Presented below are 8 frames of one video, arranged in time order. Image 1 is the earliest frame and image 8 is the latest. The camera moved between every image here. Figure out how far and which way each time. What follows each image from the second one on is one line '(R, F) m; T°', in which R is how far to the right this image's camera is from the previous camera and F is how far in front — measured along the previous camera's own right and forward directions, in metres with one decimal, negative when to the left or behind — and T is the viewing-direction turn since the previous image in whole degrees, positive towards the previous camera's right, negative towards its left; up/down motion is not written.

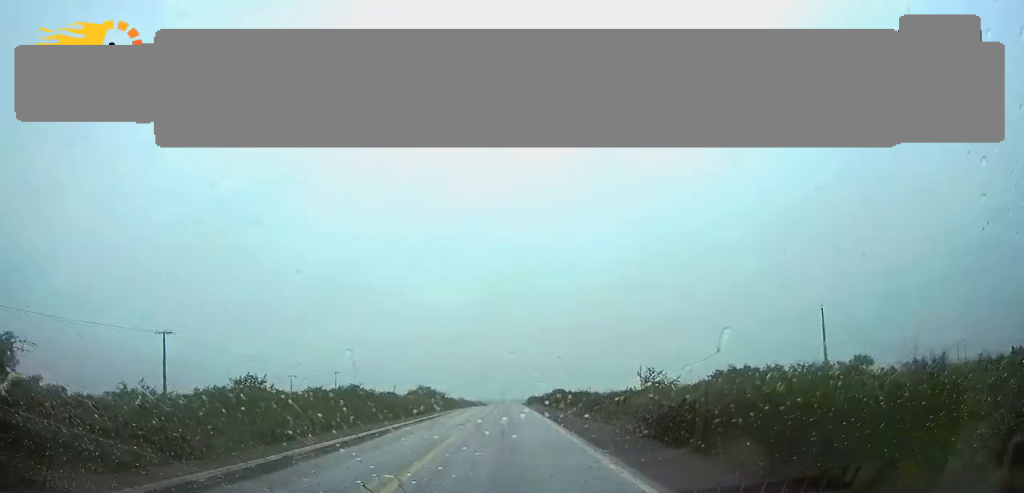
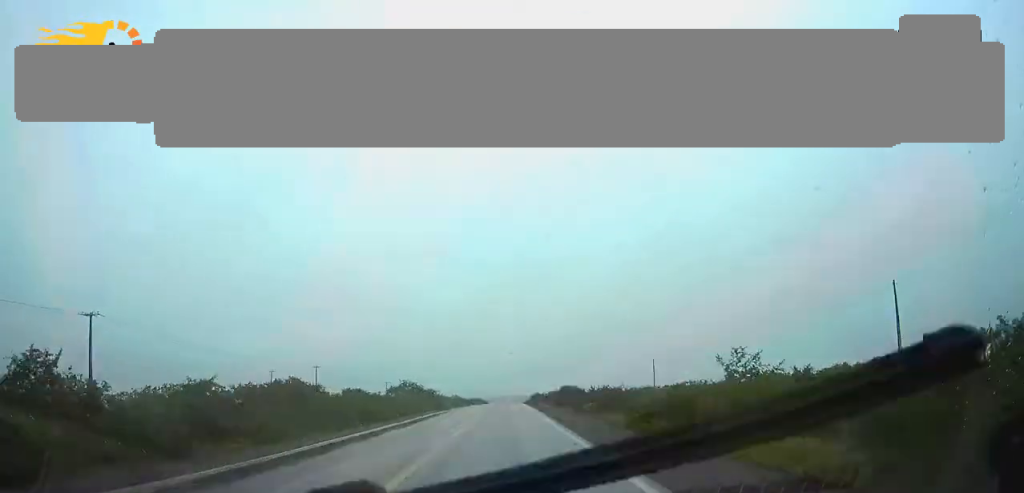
(0.0, +14.2) m; 0°
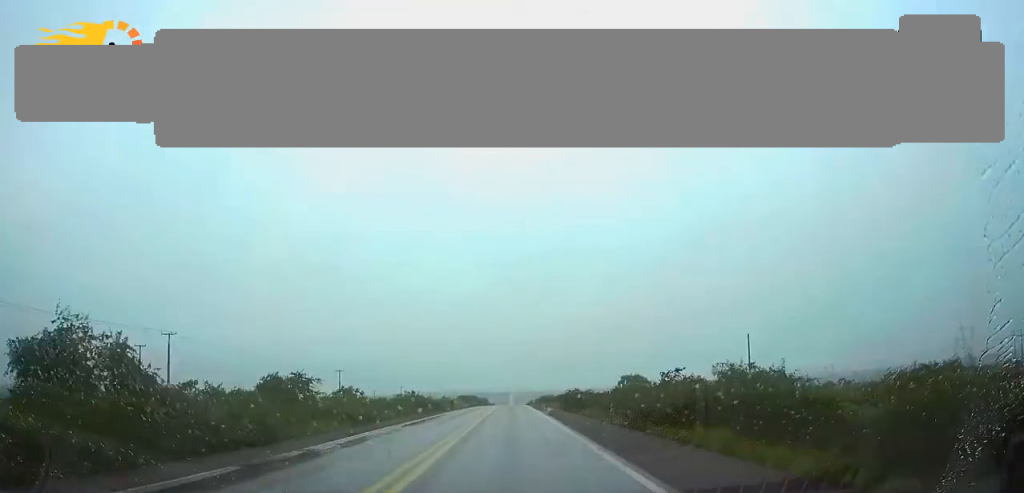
(-0.2, +57.5) m; 0°
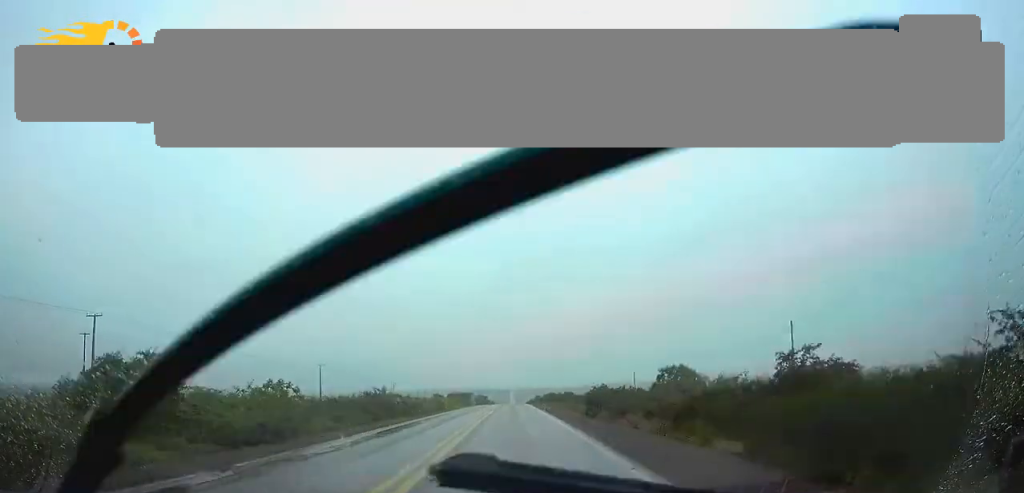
(-0.1, +14.5) m; 0°
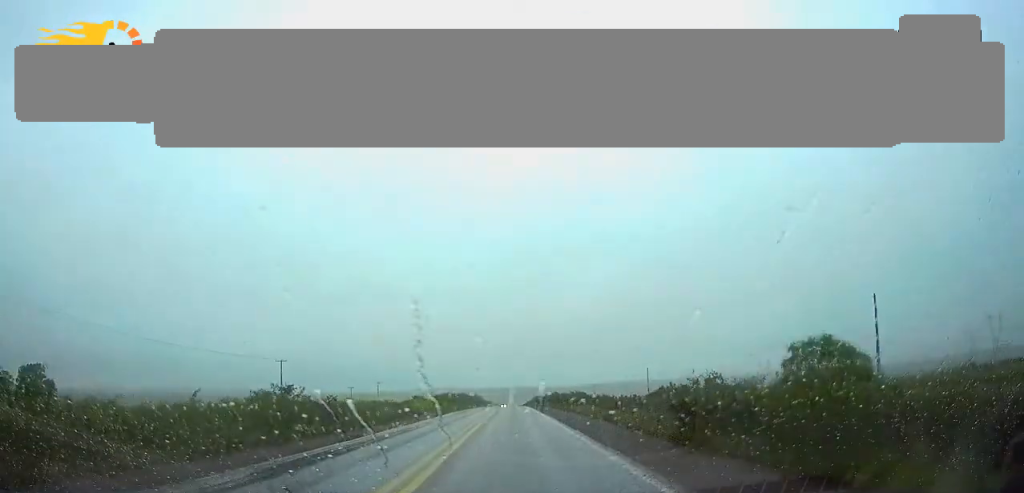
(+0.1, +20.1) m; 0°
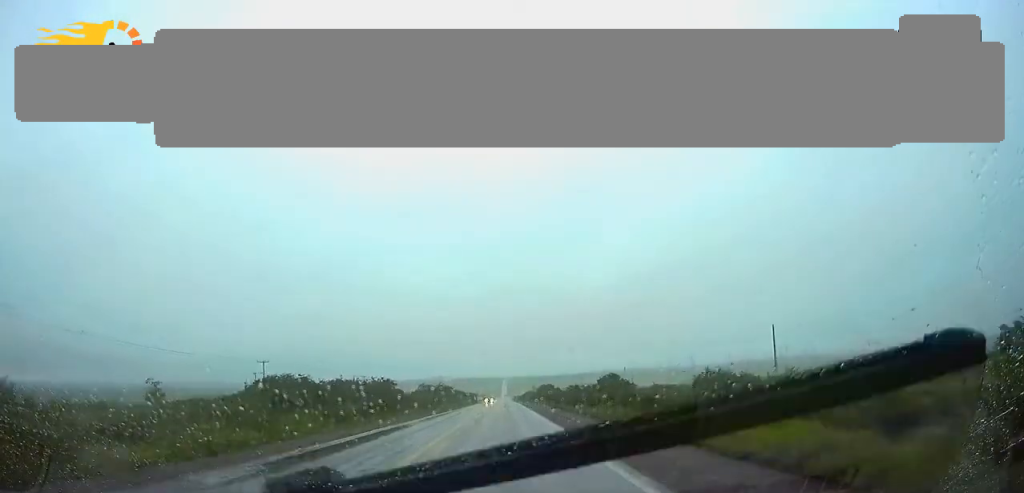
(+0.3, +78.7) m; 0°
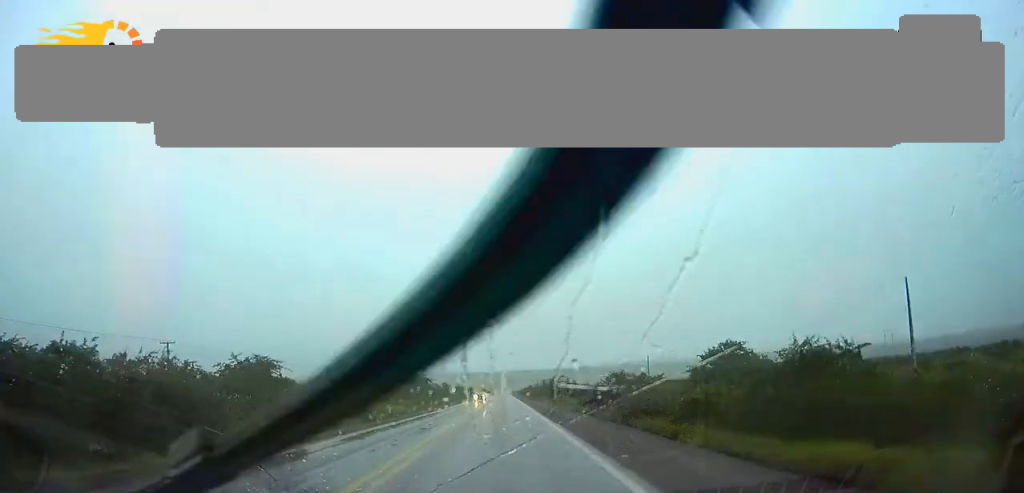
(+0.1, +29.3) m; 0°
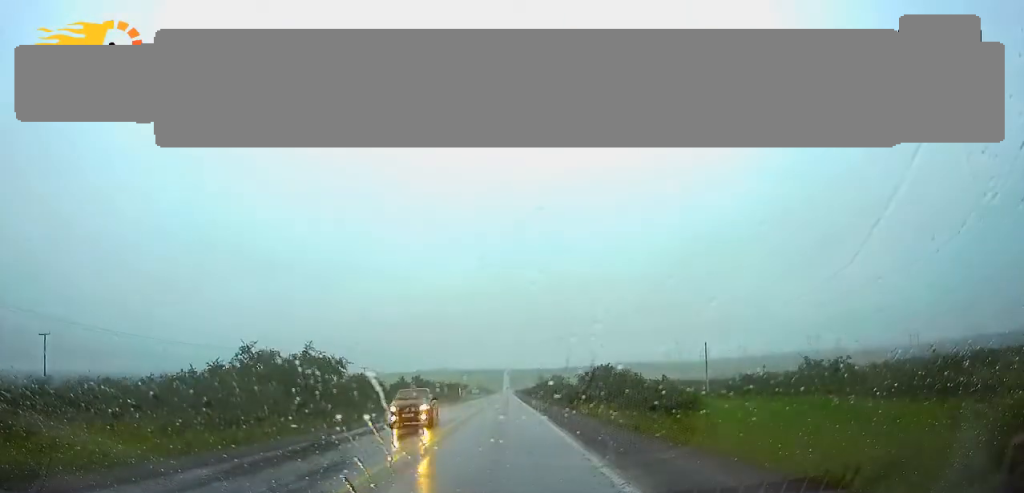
(-0.2, +42.0) m; 0°
